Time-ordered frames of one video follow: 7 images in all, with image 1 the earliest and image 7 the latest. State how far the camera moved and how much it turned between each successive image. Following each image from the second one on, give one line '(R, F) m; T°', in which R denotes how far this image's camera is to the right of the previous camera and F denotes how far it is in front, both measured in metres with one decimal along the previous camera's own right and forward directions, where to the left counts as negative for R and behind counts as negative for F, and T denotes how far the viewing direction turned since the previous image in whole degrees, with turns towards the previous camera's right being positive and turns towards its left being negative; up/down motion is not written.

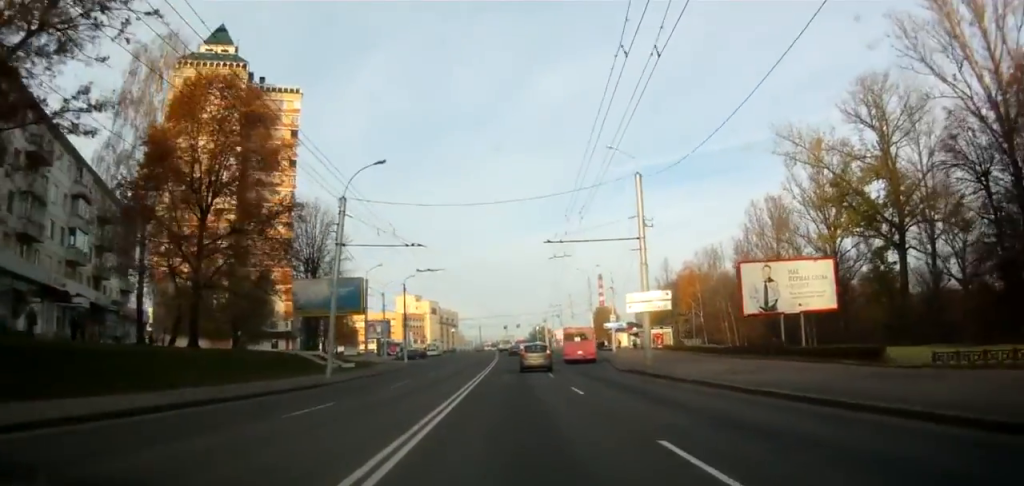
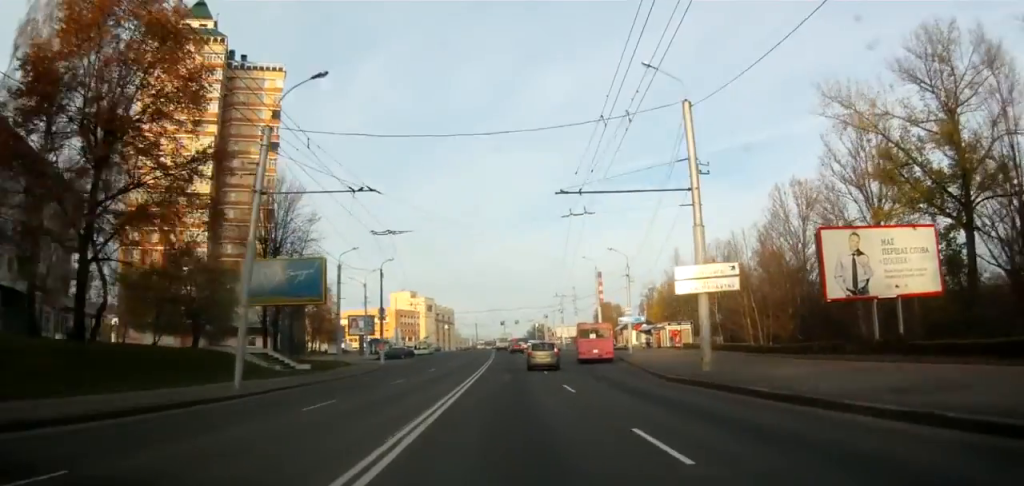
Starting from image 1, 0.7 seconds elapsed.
(-0.2, +10.9) m; 0°
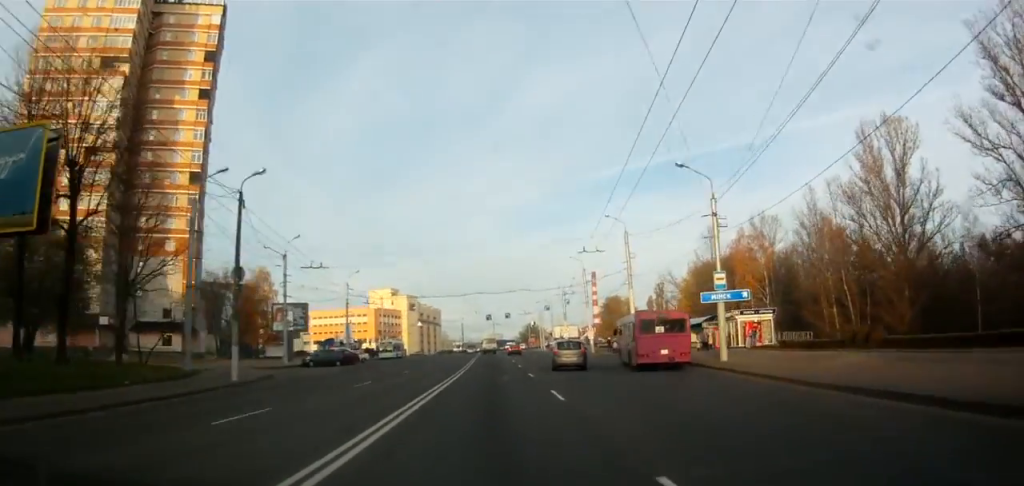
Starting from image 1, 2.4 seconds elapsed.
(+0.9, +27.3) m; +2°
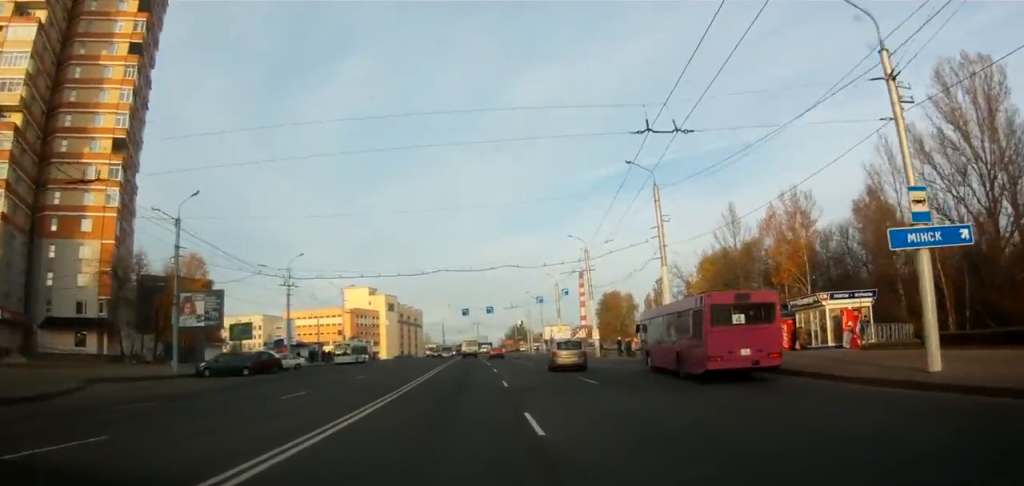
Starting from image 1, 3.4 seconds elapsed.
(-0.1, +17.1) m; +1°
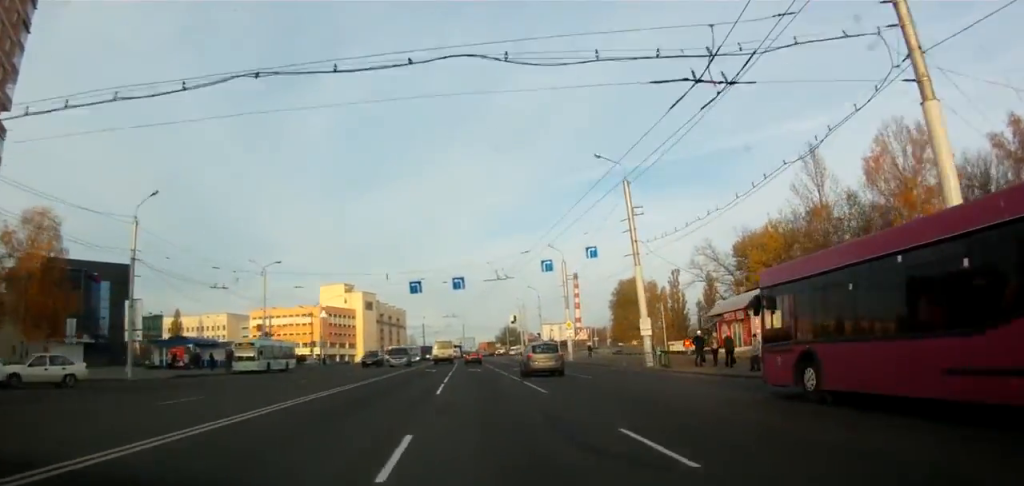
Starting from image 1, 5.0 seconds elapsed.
(+0.2, +27.1) m; -1°
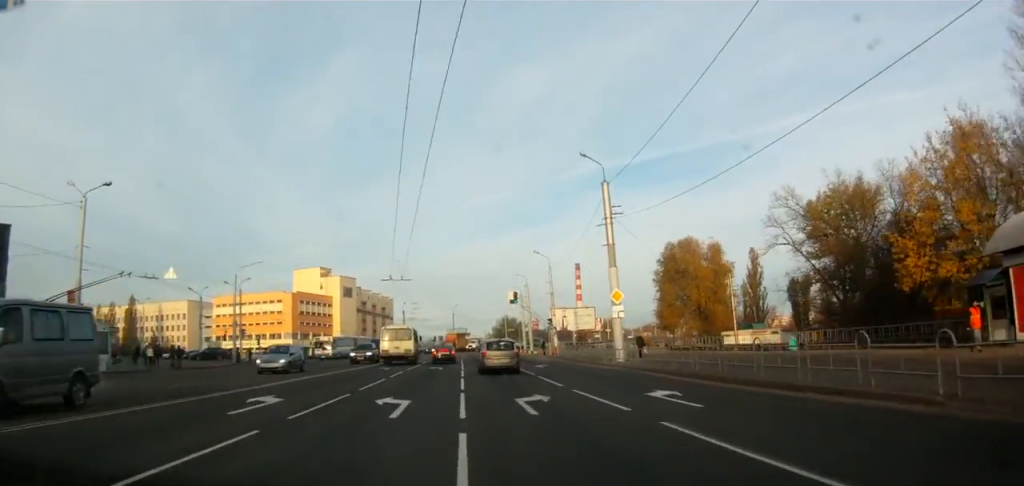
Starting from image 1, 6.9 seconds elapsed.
(-0.3, +30.7) m; 0°
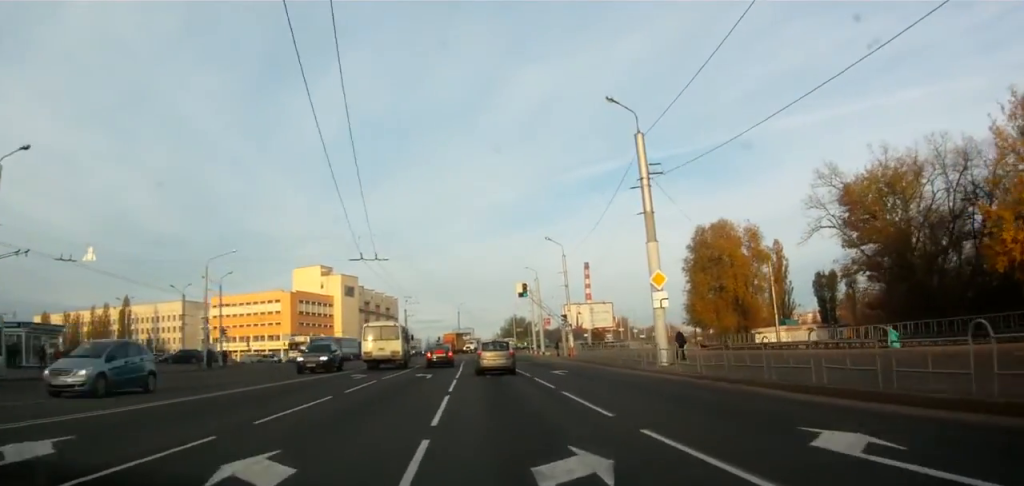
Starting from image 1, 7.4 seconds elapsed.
(0.0, +8.4) m; 0°
